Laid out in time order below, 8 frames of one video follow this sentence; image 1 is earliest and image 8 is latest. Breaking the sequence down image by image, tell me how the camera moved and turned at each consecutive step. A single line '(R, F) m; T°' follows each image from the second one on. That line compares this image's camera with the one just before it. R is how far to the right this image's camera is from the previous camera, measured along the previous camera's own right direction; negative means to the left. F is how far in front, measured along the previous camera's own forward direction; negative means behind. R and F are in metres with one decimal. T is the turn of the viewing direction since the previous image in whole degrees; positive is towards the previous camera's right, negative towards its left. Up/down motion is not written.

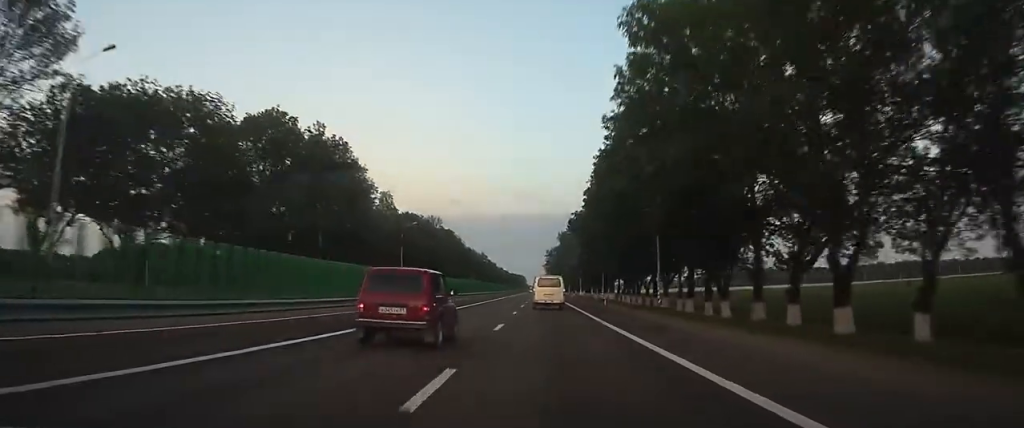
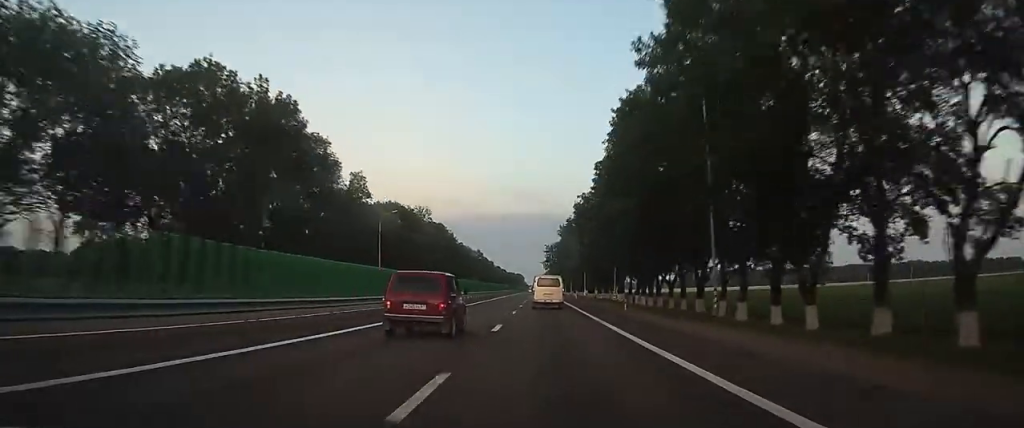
(0.0, +12.5) m; 0°
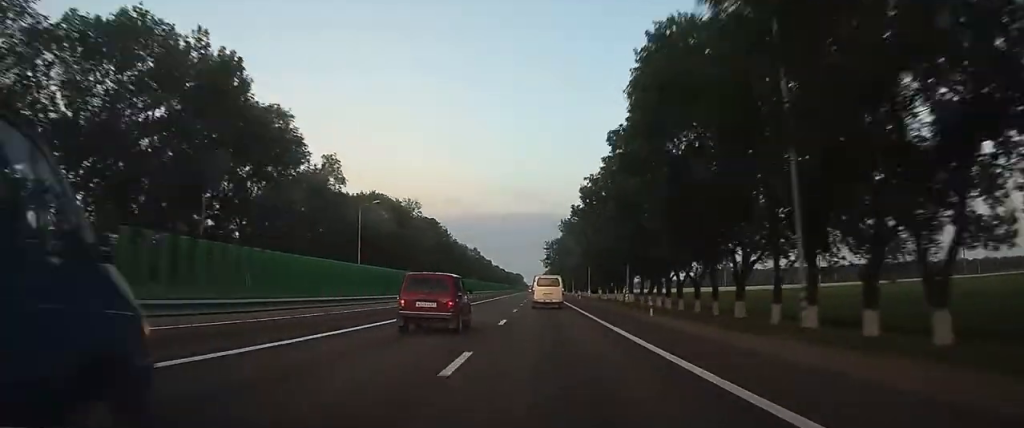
(0.0, +9.0) m; 0°
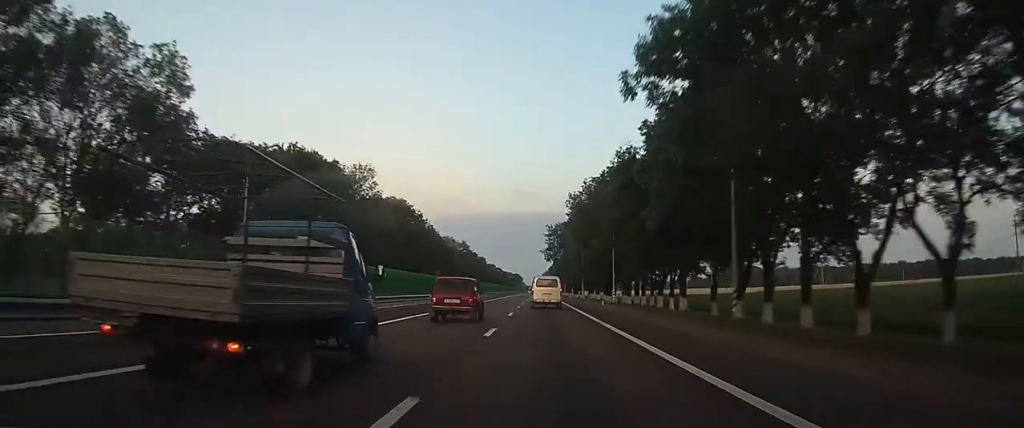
(-0.1, +28.7) m; 0°
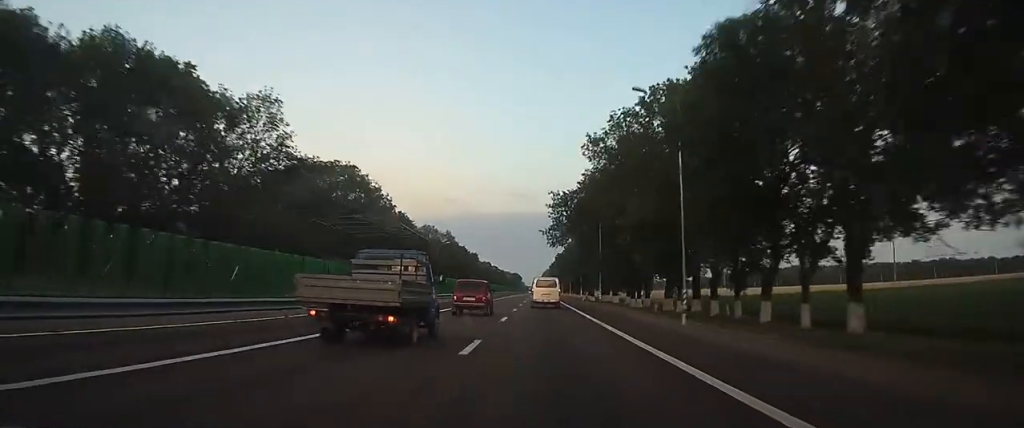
(0.0, +28.3) m; 0°
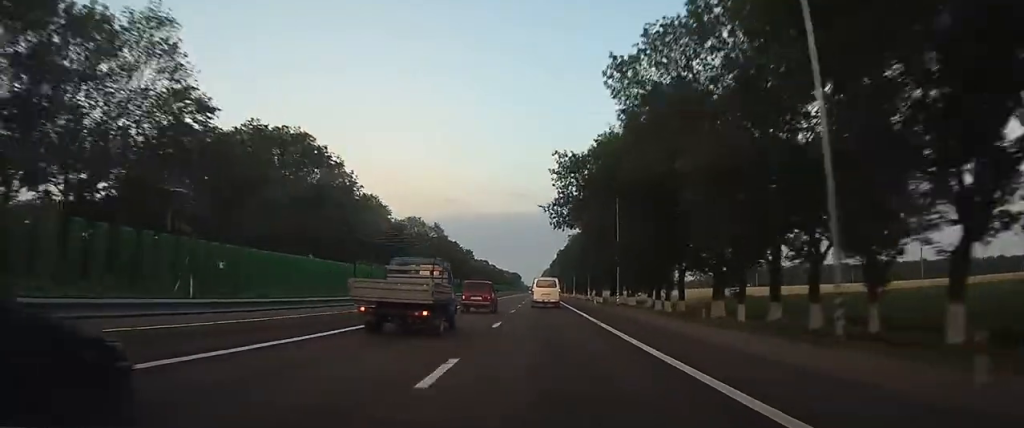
(0.0, +15.8) m; 0°
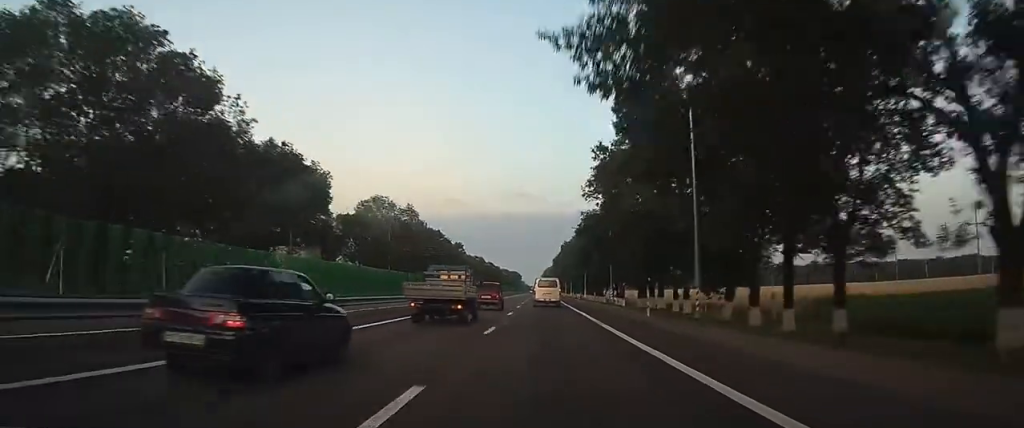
(0.0, +26.9) m; 0°
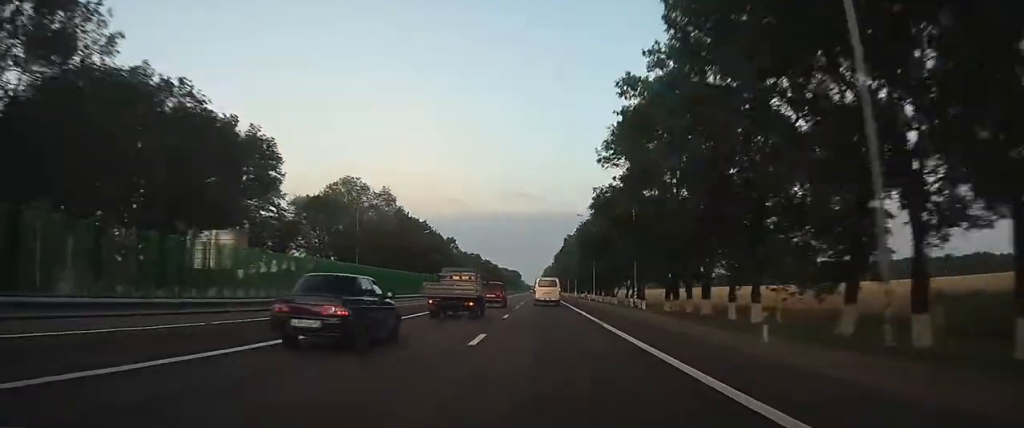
(0.0, +15.5) m; 0°
